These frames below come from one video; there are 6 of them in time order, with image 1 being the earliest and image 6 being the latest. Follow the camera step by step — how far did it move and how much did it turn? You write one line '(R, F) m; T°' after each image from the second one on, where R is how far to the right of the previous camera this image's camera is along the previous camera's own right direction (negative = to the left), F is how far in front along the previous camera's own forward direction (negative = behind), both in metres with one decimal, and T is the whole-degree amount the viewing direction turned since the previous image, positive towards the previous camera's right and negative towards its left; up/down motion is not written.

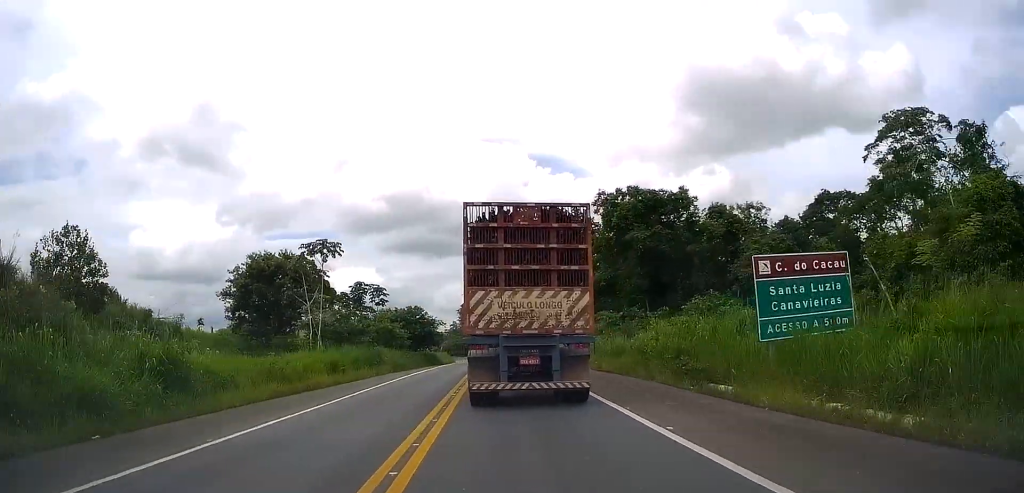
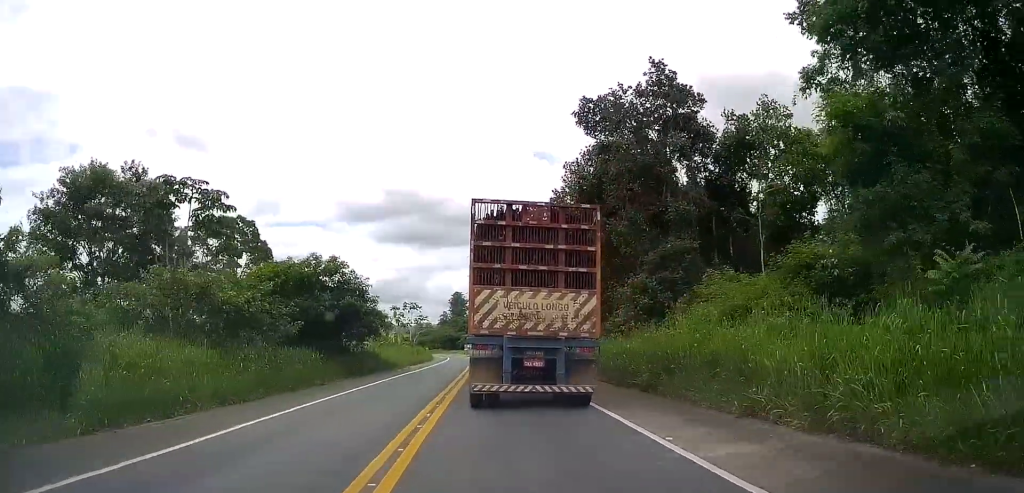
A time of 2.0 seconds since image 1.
(-0.1, +33.2) m; +1°
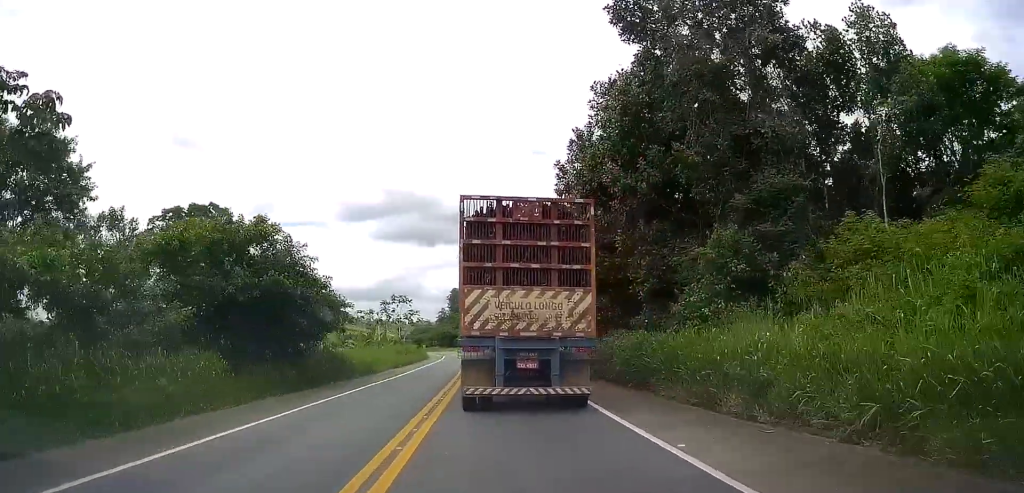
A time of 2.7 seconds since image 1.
(+0.1, +10.5) m; 0°
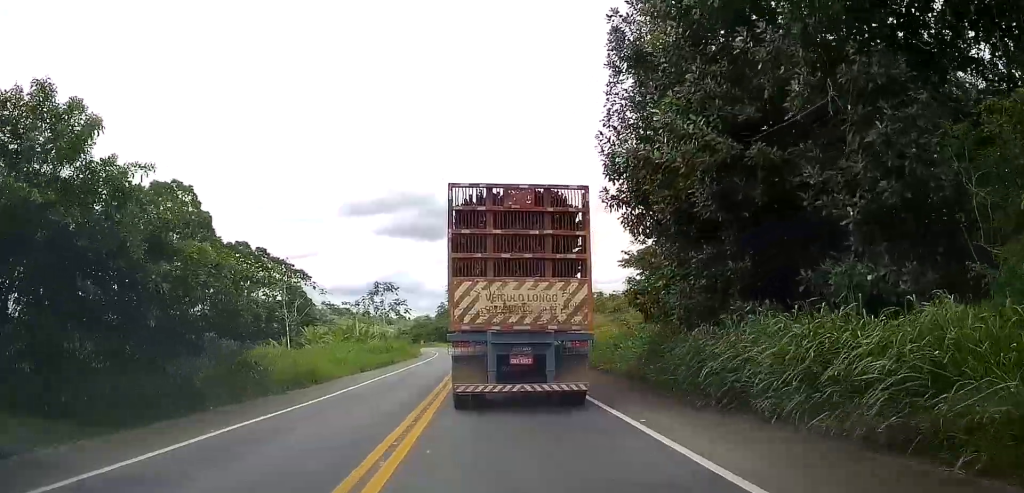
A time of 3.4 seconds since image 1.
(+0.2, +12.5) m; 0°
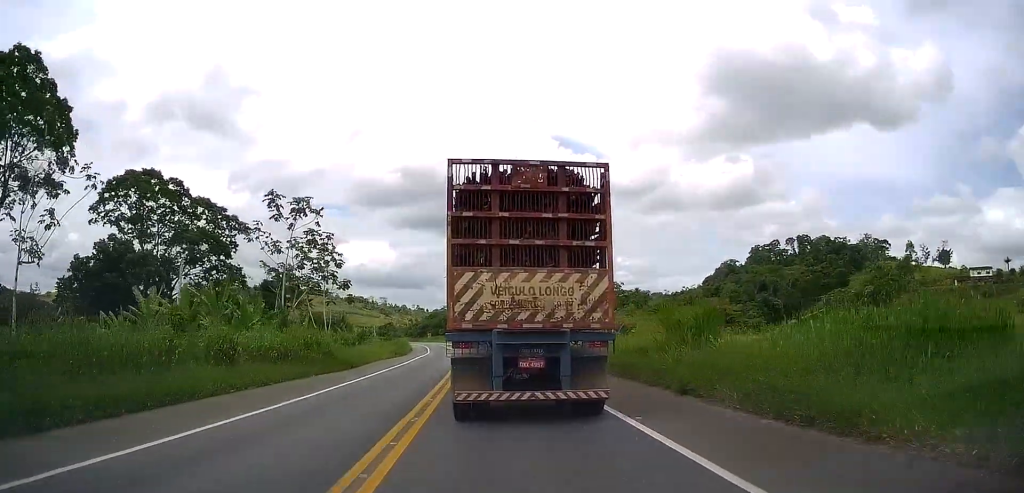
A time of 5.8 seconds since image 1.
(-0.2, +40.6) m; -1°
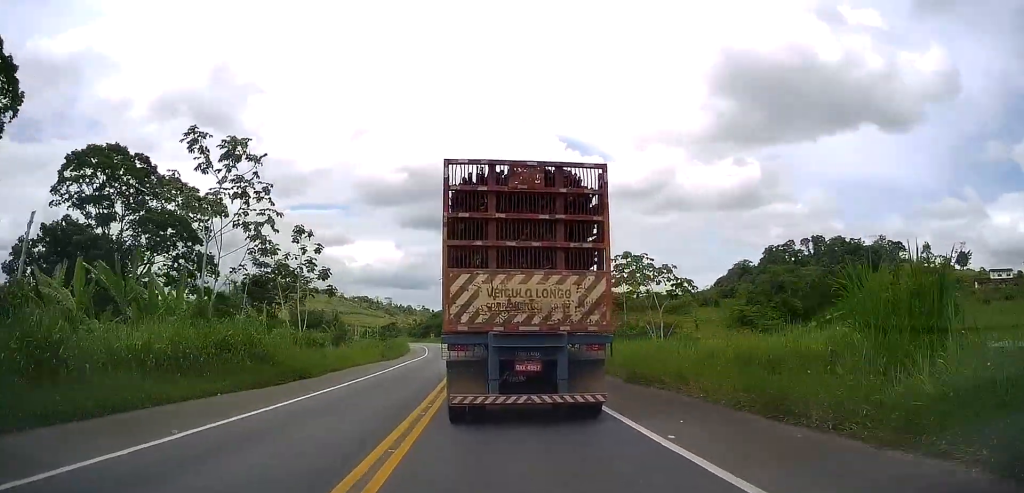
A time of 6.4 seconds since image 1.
(-0.2, +10.3) m; -1°
